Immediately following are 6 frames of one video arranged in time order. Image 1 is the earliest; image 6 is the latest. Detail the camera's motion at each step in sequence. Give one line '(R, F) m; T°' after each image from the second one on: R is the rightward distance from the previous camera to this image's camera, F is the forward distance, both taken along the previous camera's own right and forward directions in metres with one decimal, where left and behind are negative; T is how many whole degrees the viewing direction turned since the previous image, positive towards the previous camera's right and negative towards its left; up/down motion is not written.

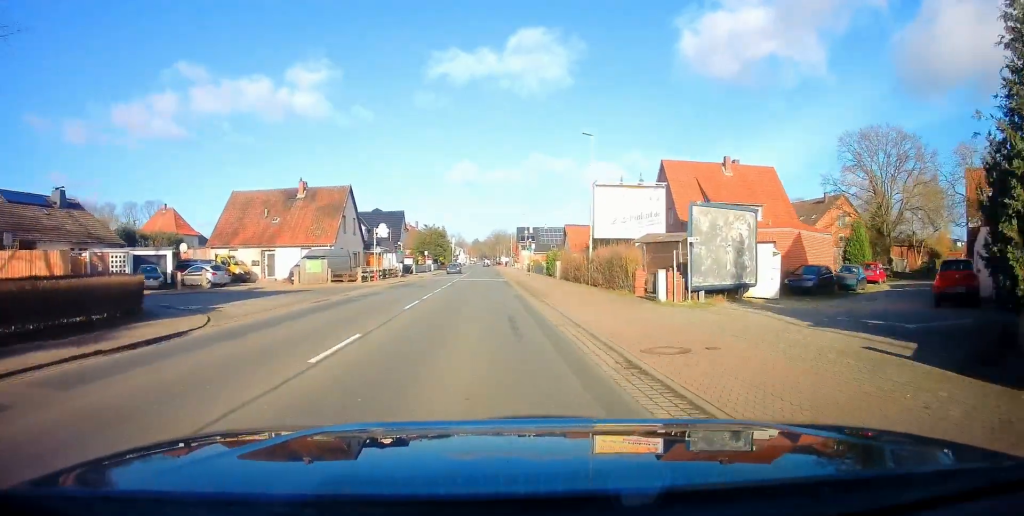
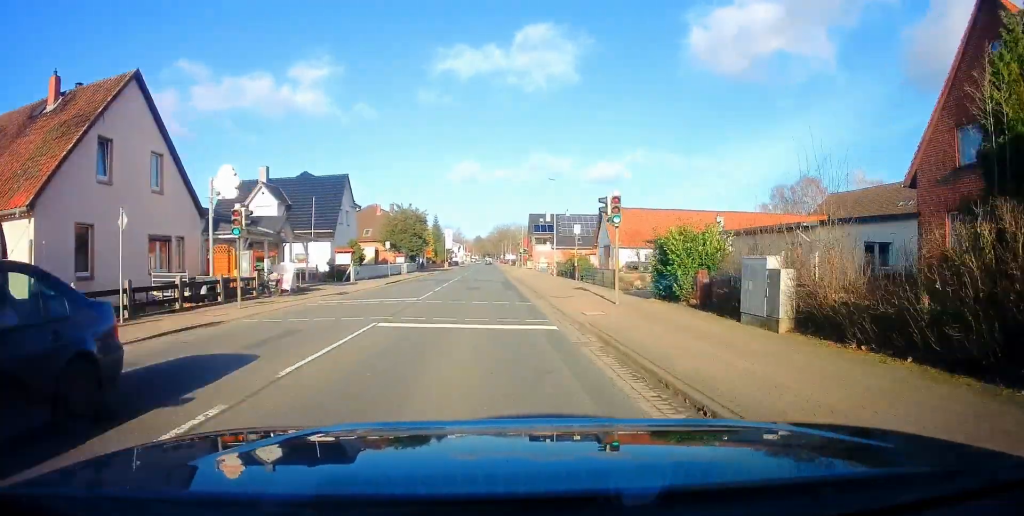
(0.0, +32.5) m; 0°
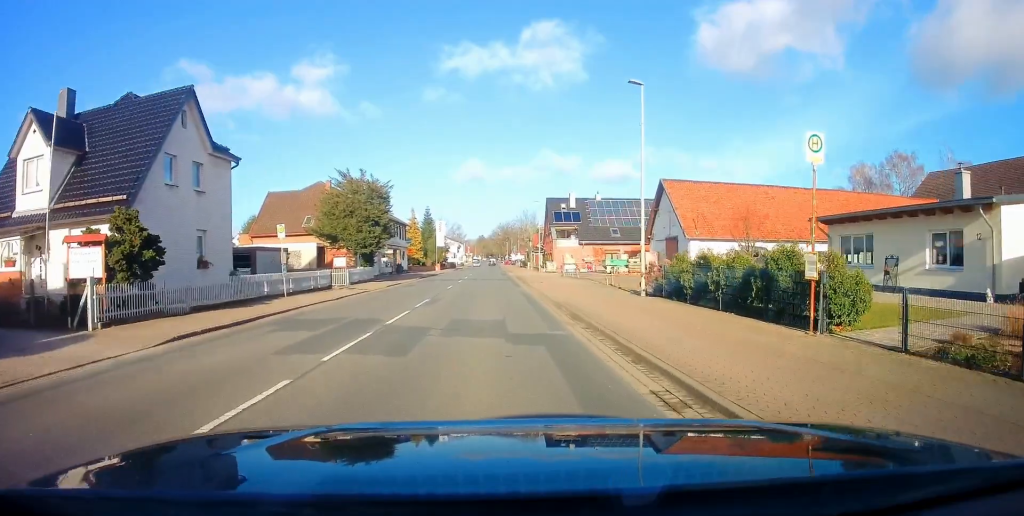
(0.0, +26.3) m; -1°
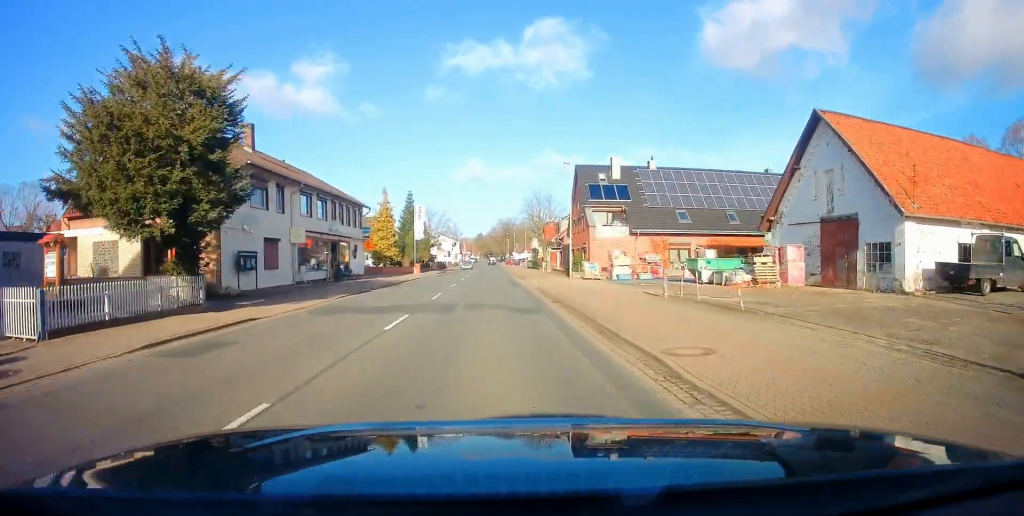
(-0.2, +25.7) m; 0°
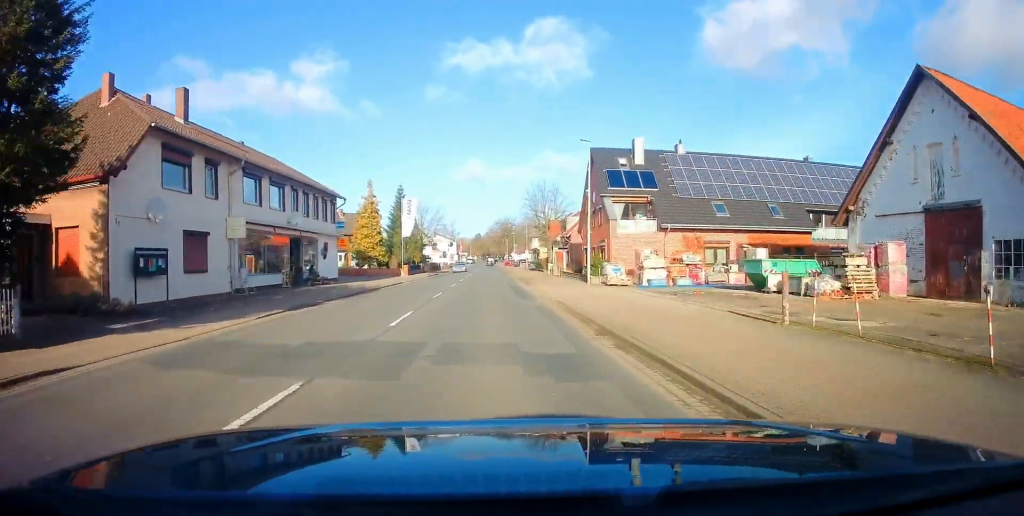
(+0.1, +8.1) m; +1°
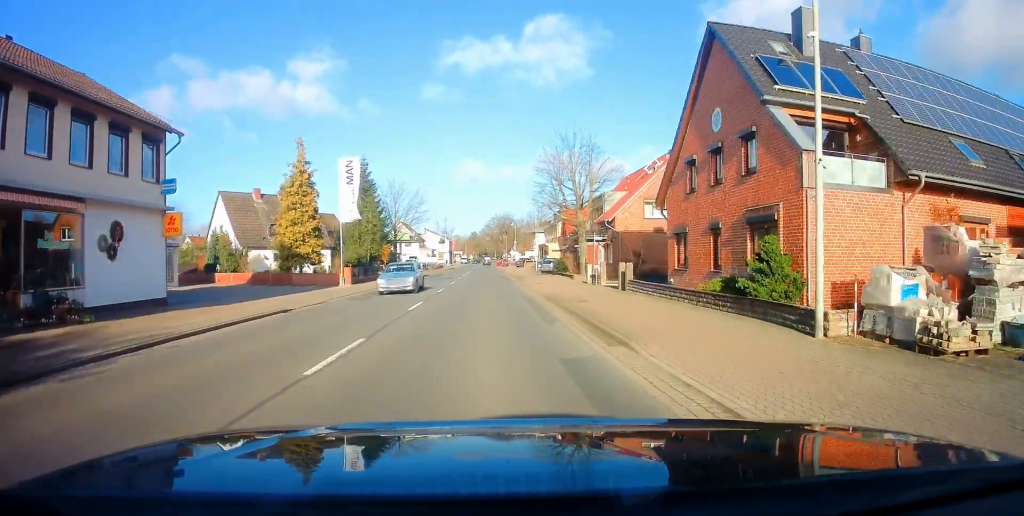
(+0.4, +22.9) m; +1°
